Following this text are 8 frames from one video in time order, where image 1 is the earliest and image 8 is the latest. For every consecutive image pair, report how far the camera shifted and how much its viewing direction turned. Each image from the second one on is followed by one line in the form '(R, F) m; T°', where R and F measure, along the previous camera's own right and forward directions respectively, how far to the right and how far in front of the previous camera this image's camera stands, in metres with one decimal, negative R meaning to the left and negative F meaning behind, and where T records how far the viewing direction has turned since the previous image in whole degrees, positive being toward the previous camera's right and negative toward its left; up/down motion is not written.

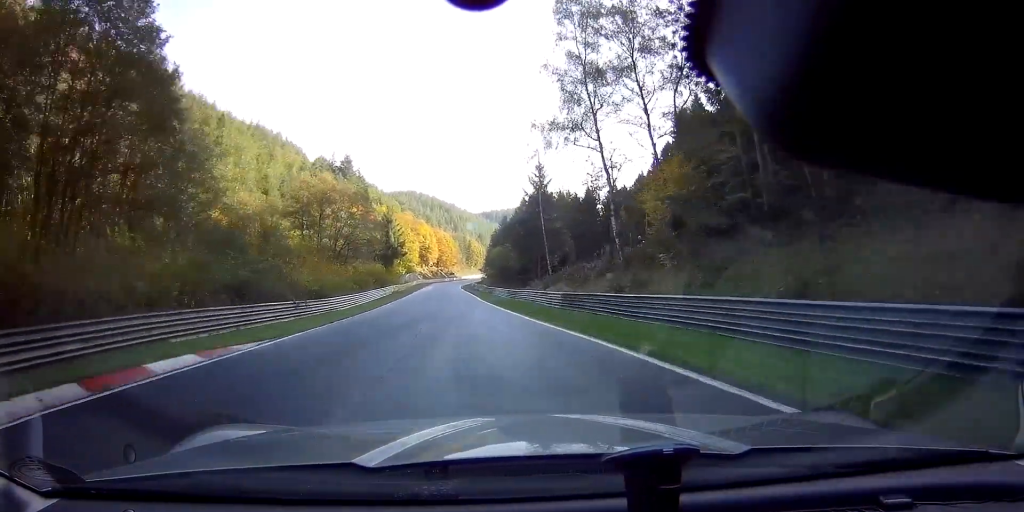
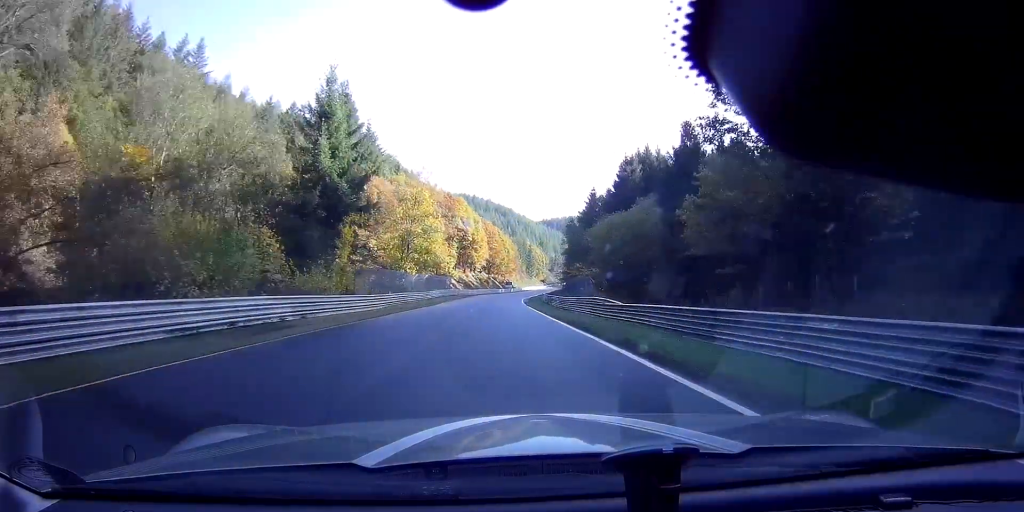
(-5.4, +62.2) m; -6°
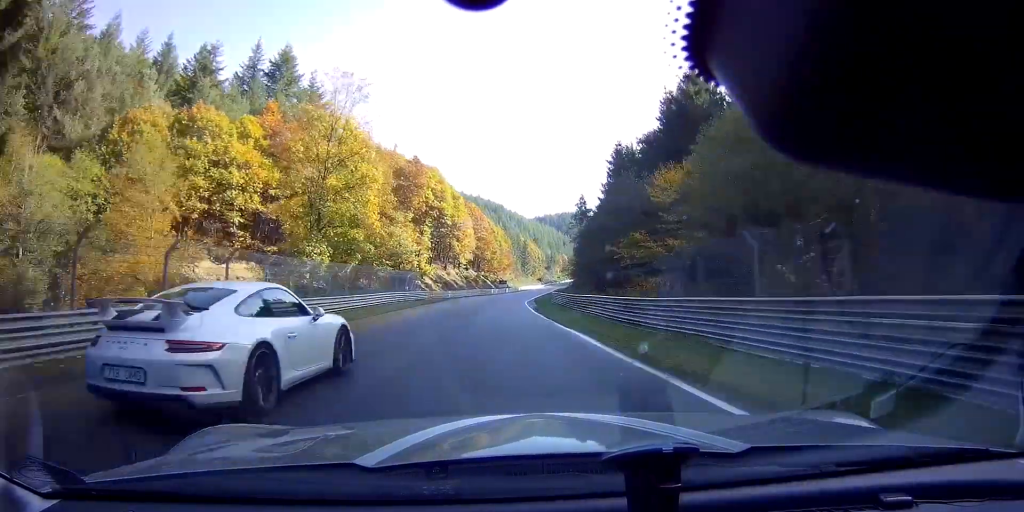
(+0.2, +31.3) m; +1°
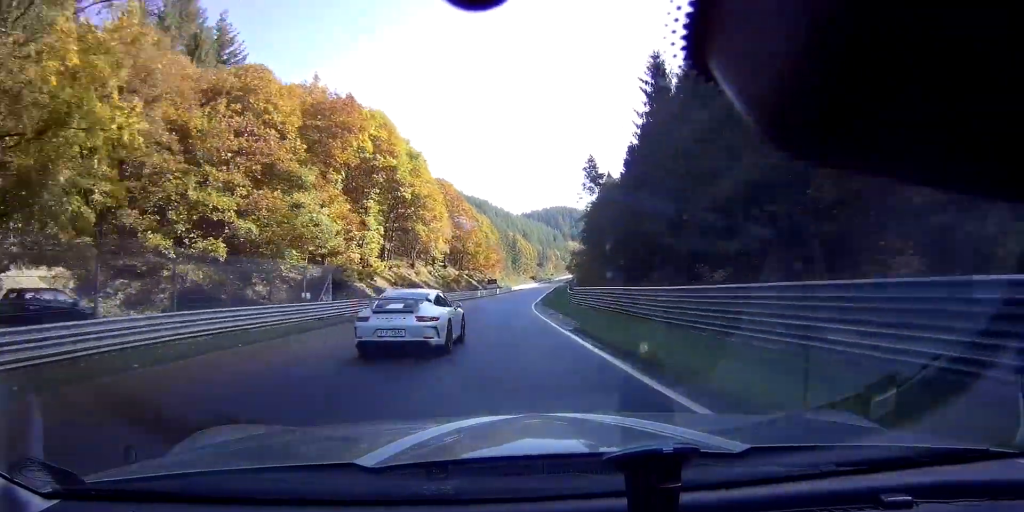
(+0.1, +27.1) m; +1°
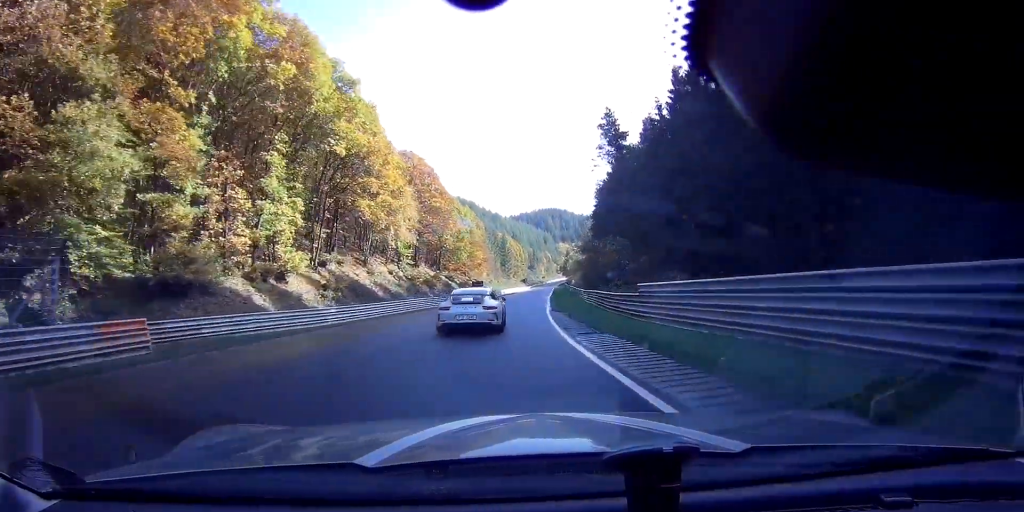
(+0.2, +20.6) m; +1°
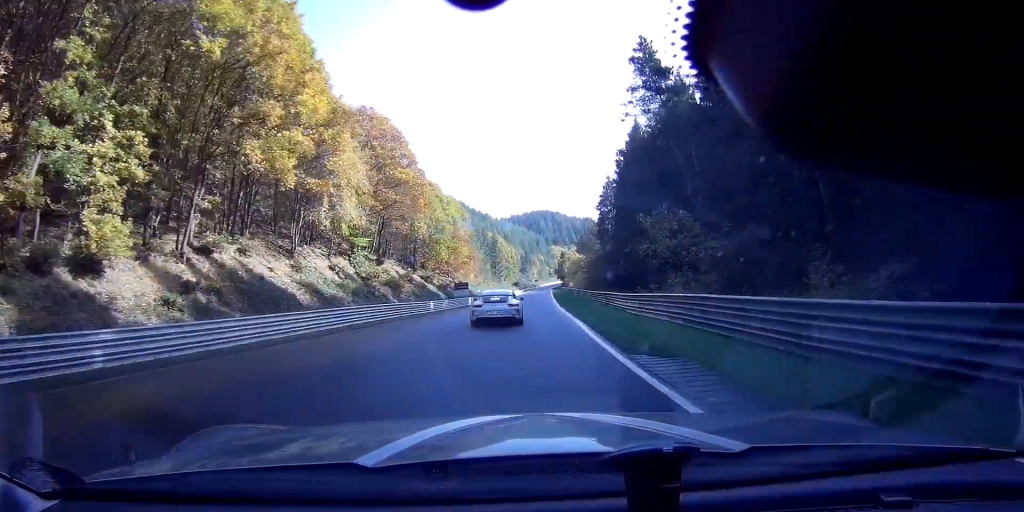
(+0.3, +17.9) m; +1°
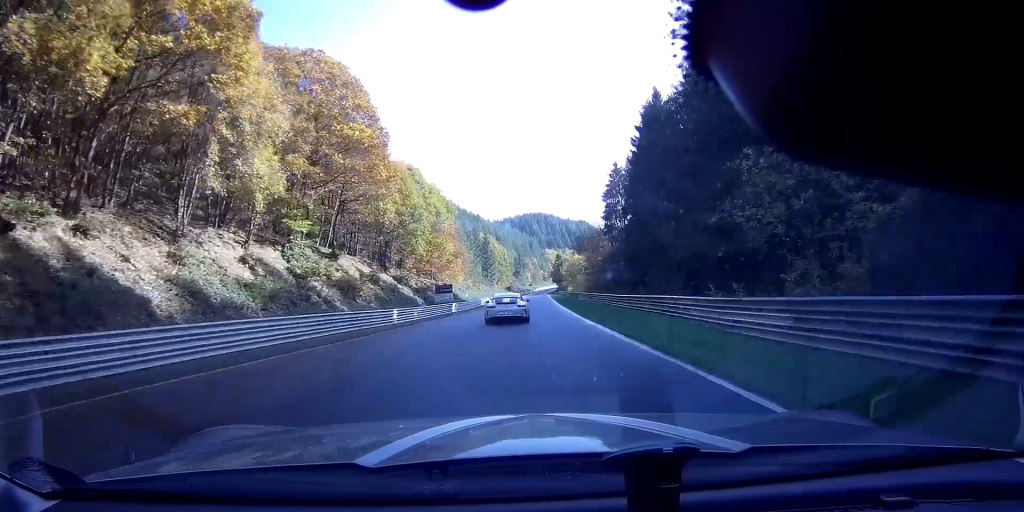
(+0.1, +14.0) m; +1°
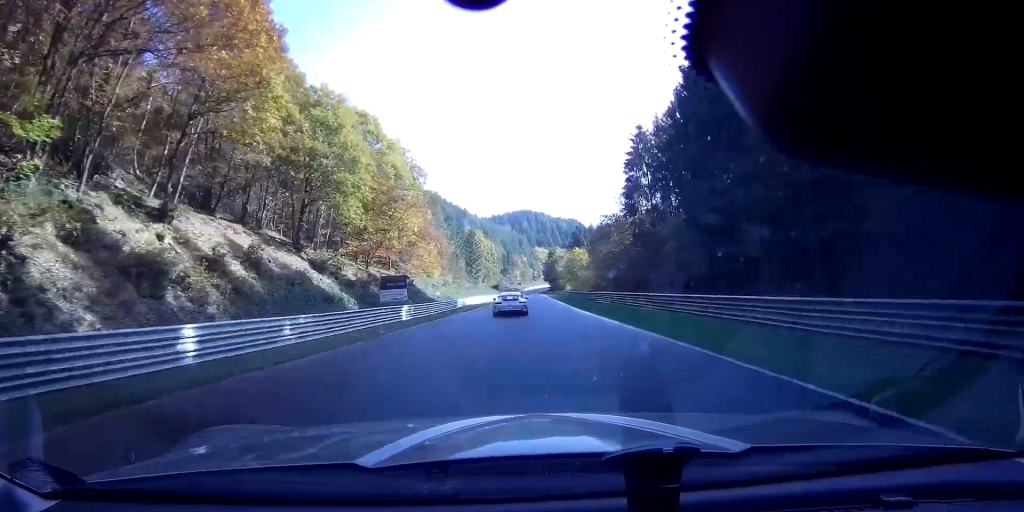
(+0.1, +22.9) m; +1°
